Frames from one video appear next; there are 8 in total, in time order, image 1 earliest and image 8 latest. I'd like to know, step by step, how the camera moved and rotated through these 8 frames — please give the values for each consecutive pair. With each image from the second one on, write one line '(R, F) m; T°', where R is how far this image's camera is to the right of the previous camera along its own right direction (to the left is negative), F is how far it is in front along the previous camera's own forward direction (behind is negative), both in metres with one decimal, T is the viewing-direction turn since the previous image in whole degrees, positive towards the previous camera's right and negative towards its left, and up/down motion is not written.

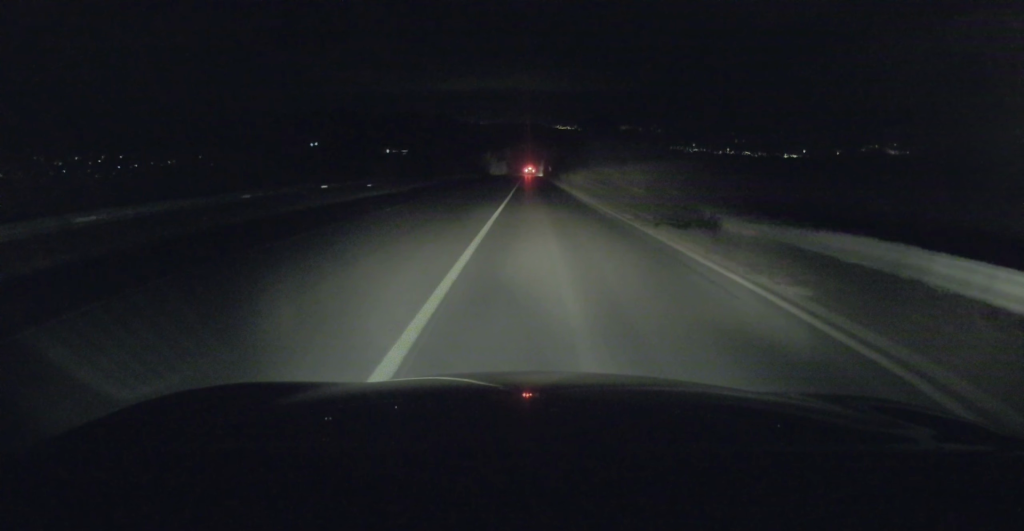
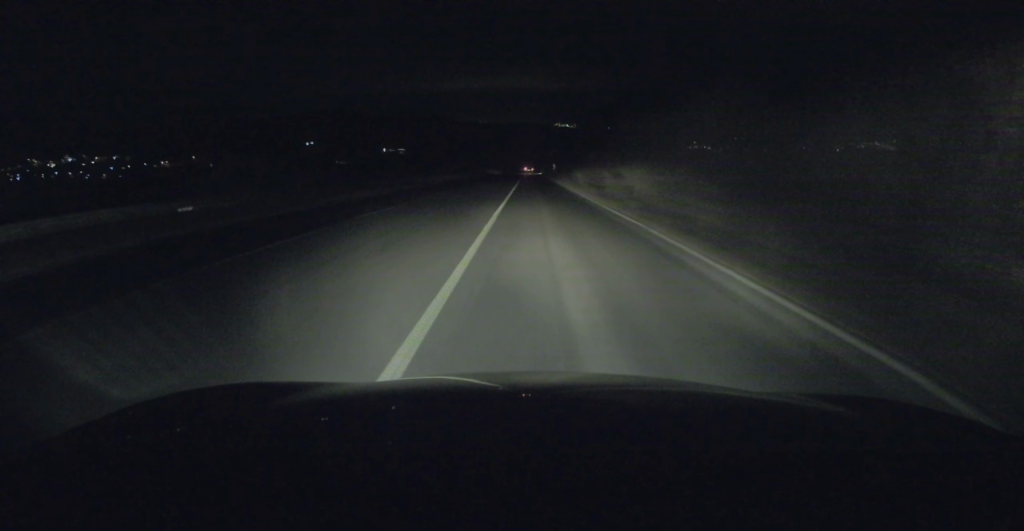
(+0.1, +19.8) m; 0°
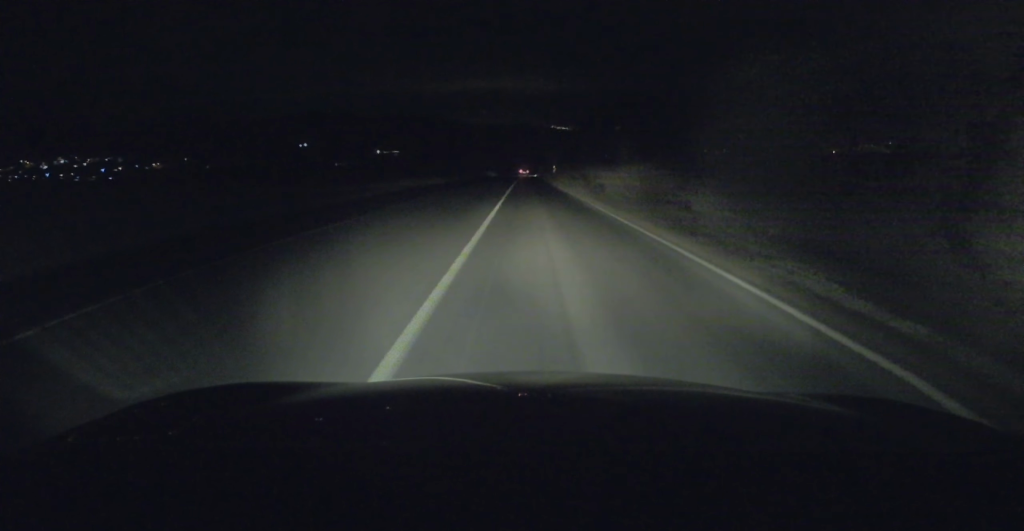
(-0.1, +14.5) m; 0°
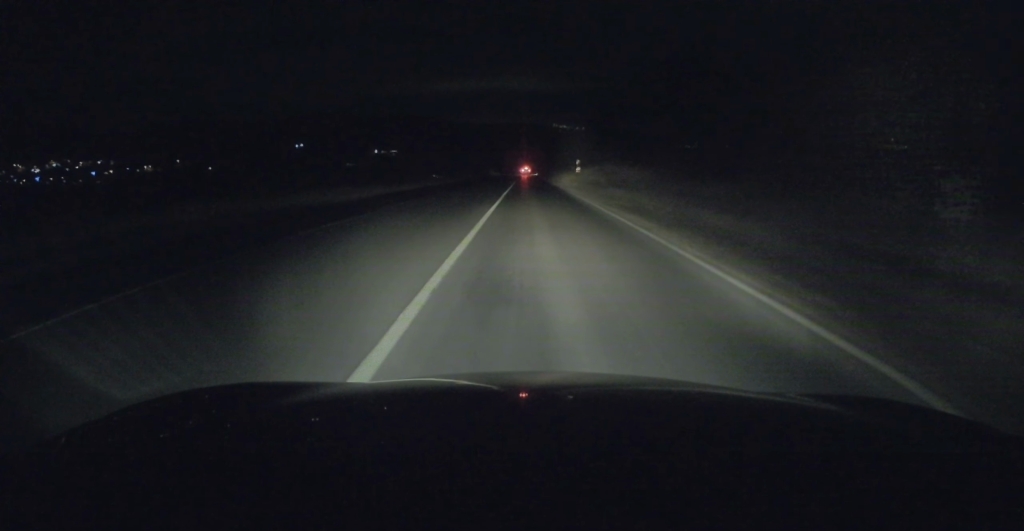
(+0.1, +34.2) m; 0°
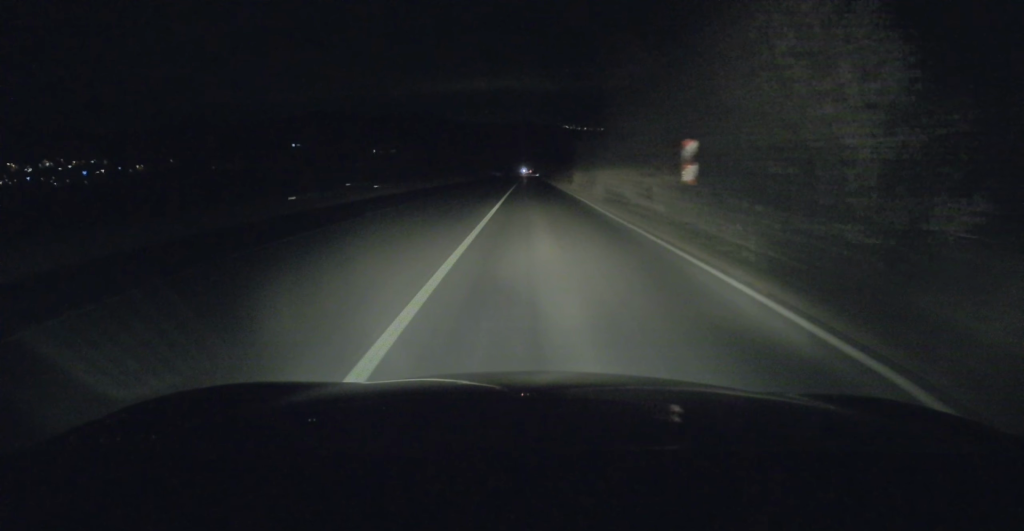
(0.0, +30.4) m; 0°
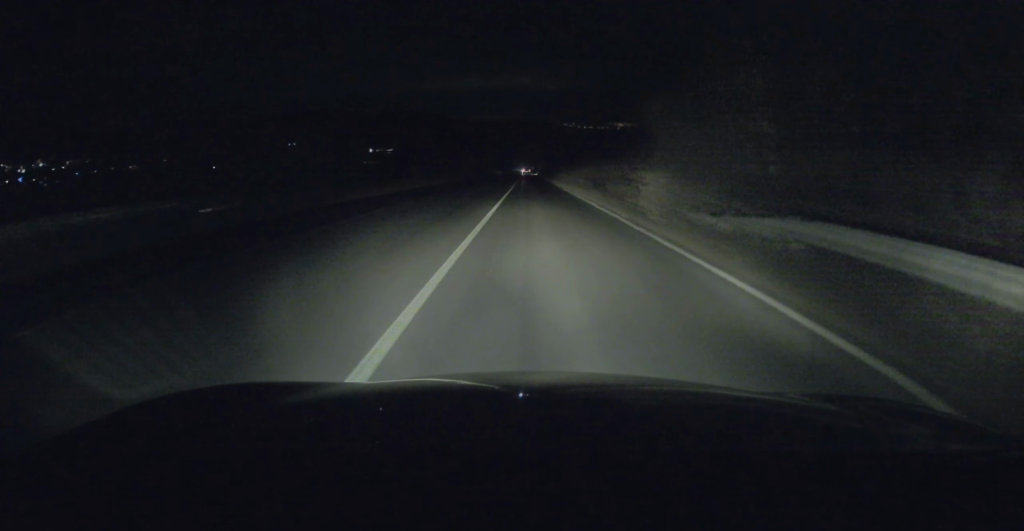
(-0.1, +20.7) m; 0°
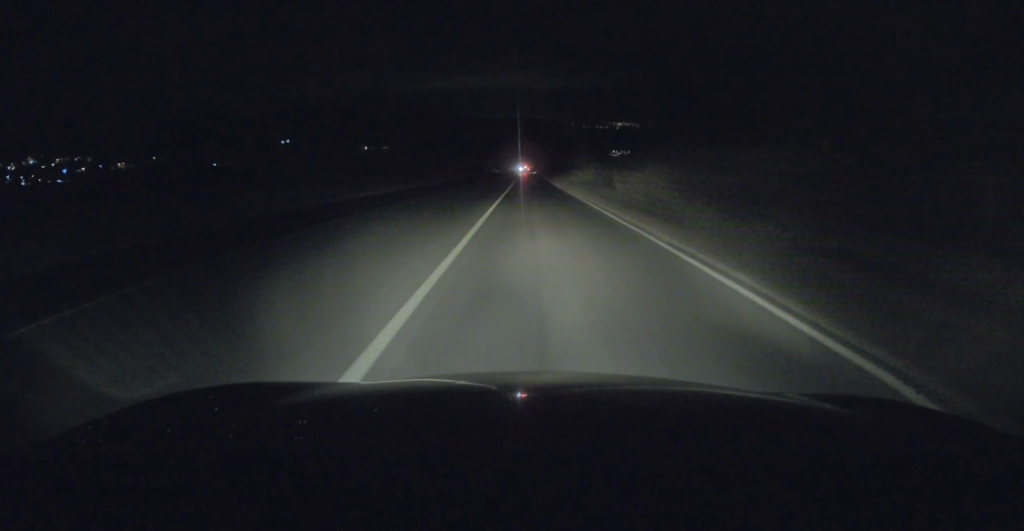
(+0.1, +30.7) m; 0°
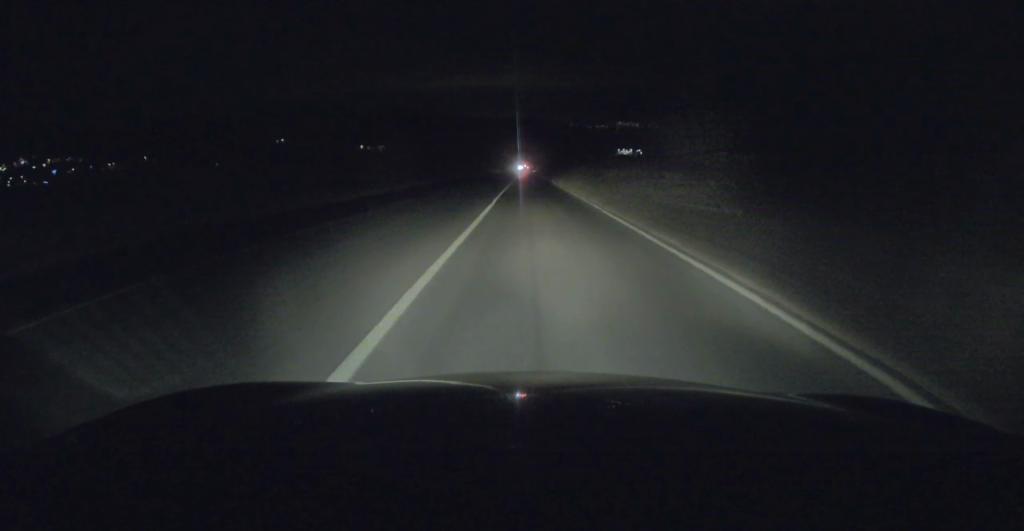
(-0.1, +27.1) m; 0°
